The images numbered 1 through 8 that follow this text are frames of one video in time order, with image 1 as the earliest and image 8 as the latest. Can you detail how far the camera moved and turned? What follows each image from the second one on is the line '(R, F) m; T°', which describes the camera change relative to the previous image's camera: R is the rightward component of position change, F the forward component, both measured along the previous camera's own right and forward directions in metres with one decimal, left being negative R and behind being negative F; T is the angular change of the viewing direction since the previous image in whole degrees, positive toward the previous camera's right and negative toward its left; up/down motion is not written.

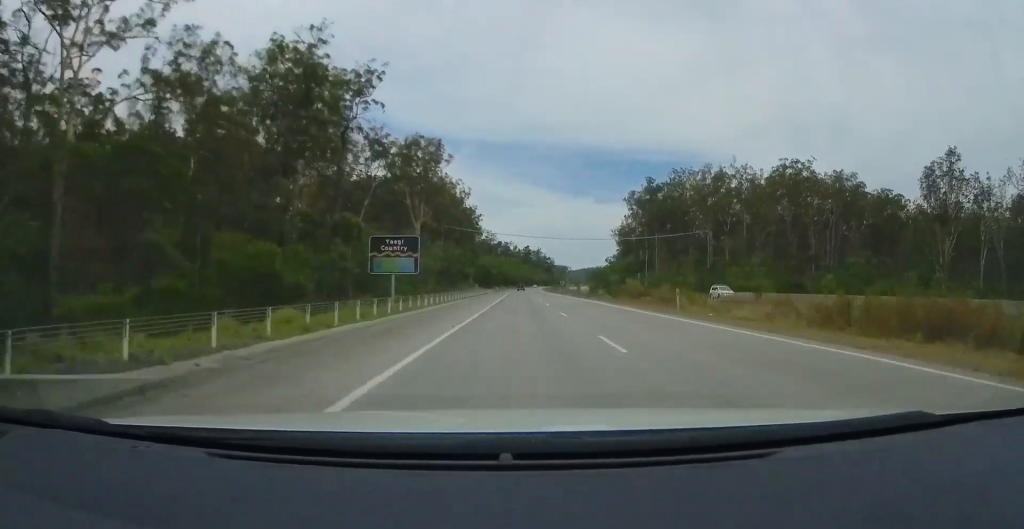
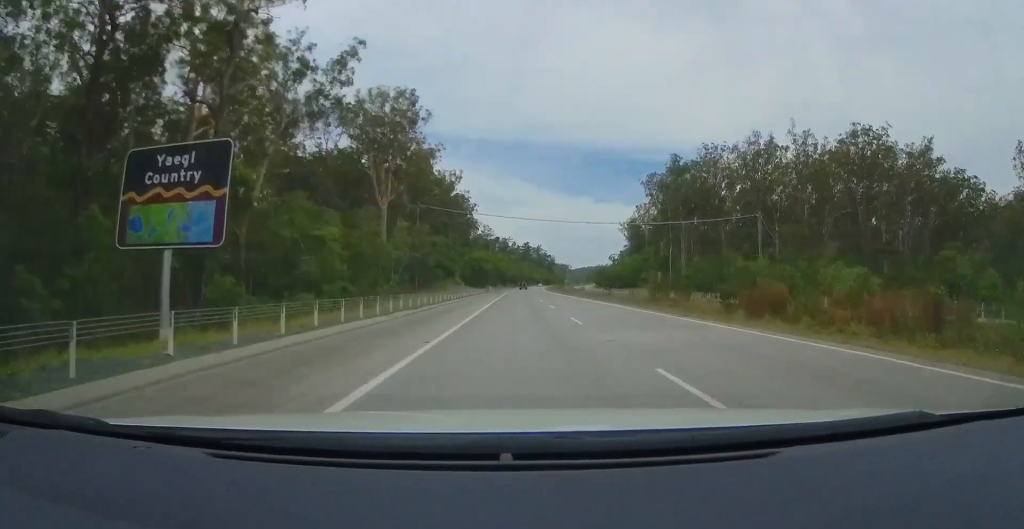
(-0.1, +29.0) m; -1°
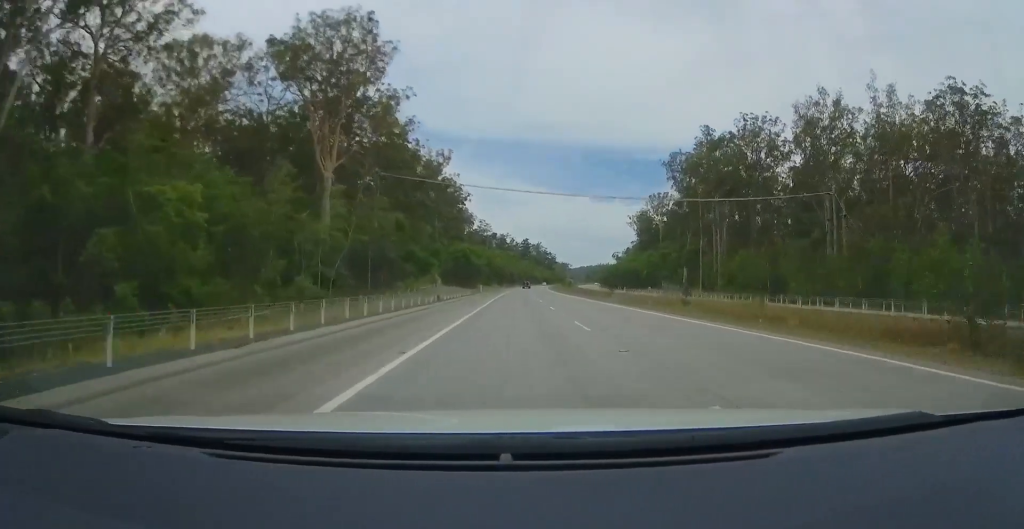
(-0.2, +26.6) m; 0°
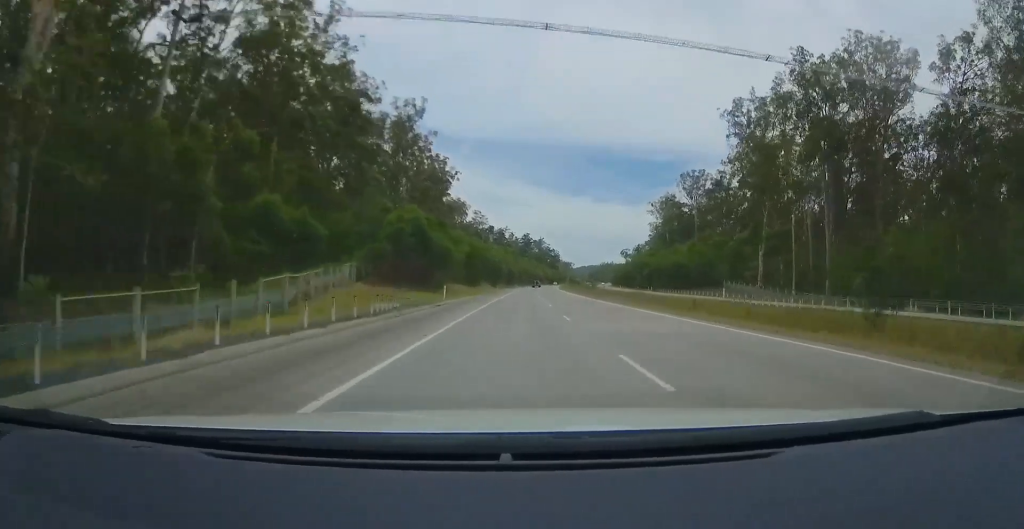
(0.0, +42.5) m; 0°
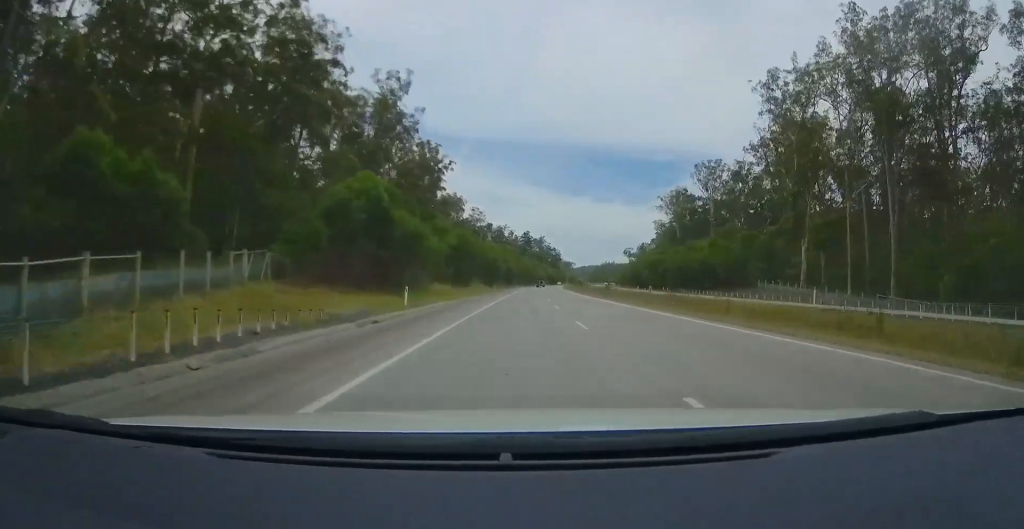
(-0.2, +15.8) m; 0°
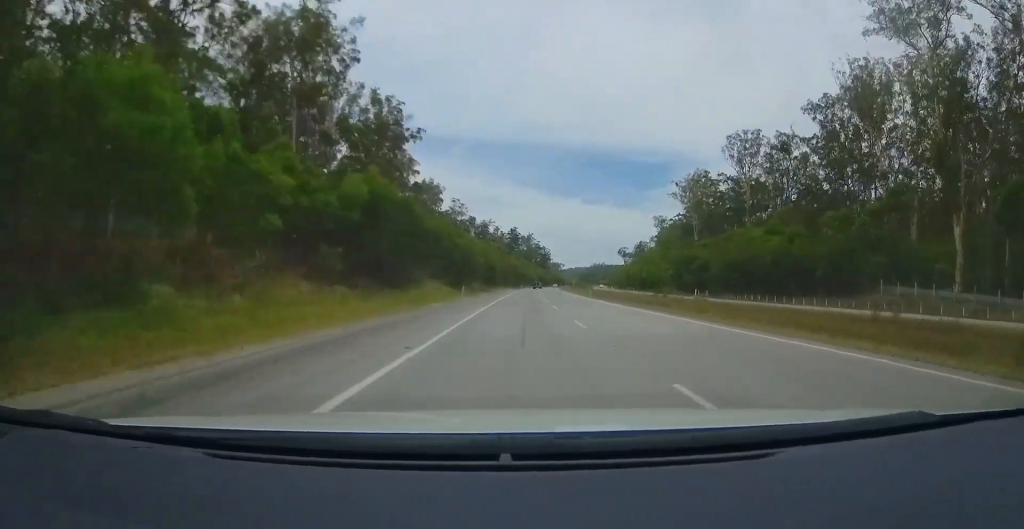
(+0.8, +33.8) m; +1°
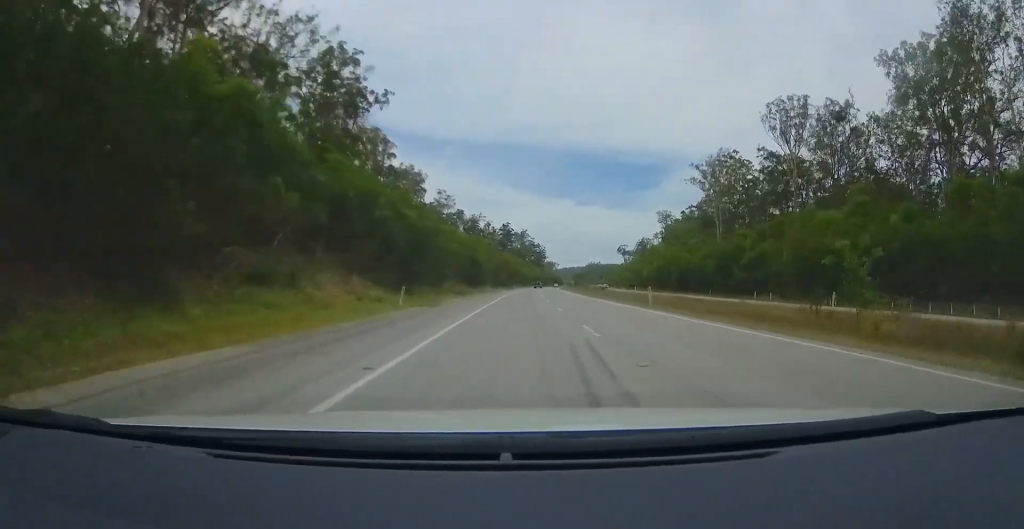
(-0.2, +26.6) m; +1°
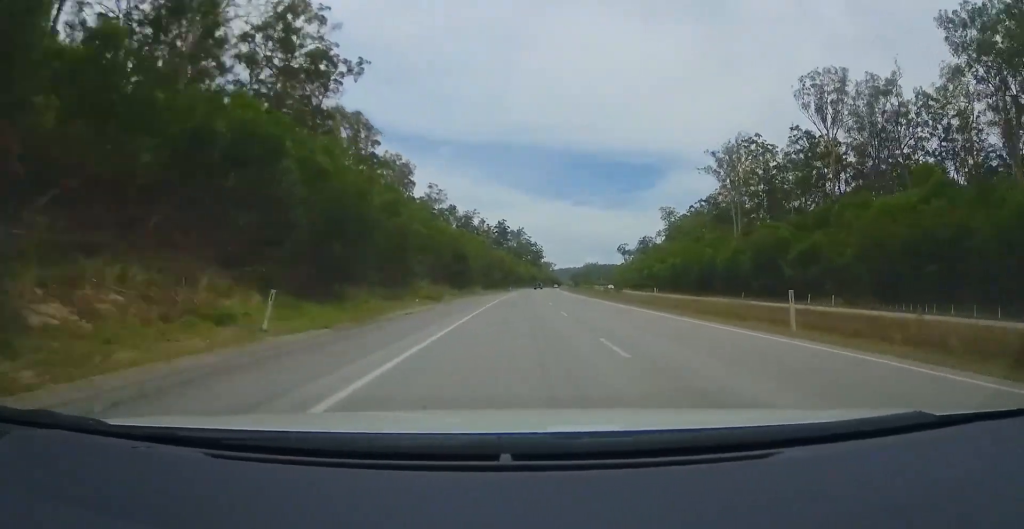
(+0.3, +14.5) m; 0°
